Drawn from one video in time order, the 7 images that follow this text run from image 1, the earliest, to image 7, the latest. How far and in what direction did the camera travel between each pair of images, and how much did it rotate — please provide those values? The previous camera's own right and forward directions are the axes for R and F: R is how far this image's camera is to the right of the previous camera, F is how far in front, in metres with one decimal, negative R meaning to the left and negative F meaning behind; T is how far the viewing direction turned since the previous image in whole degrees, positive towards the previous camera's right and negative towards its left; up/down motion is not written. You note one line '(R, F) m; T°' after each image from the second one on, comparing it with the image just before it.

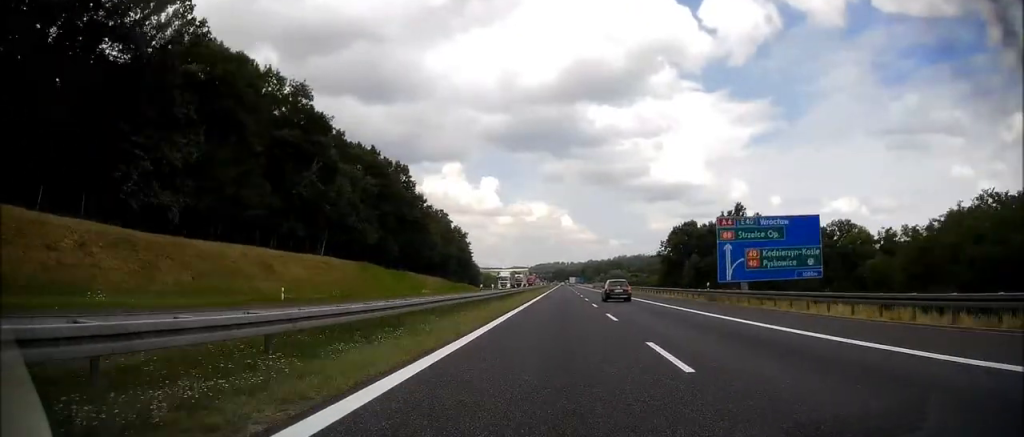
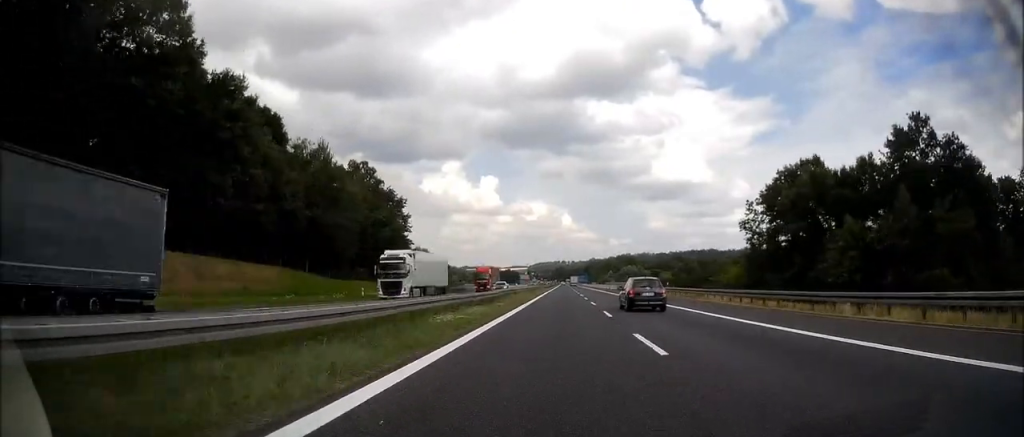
(+0.1, +82.8) m; 0°
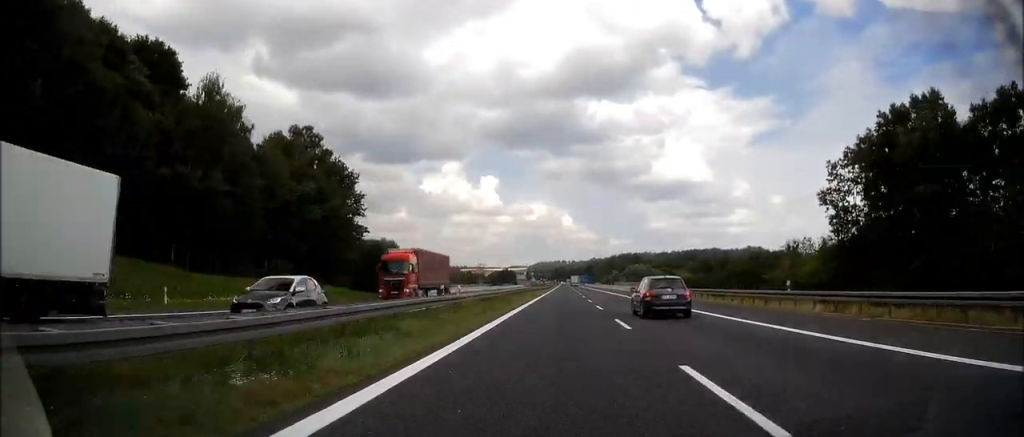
(+0.3, +30.2) m; 0°
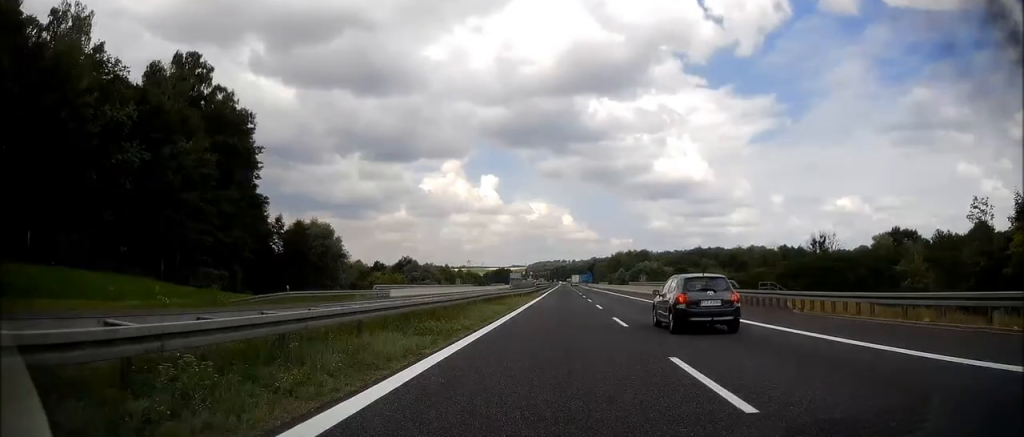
(-0.2, +35.2) m; 0°
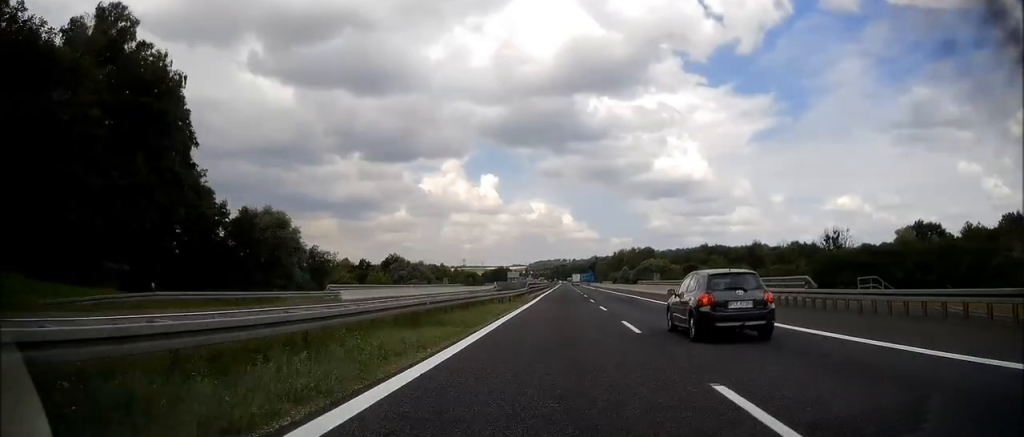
(0.0, +15.0) m; 0°
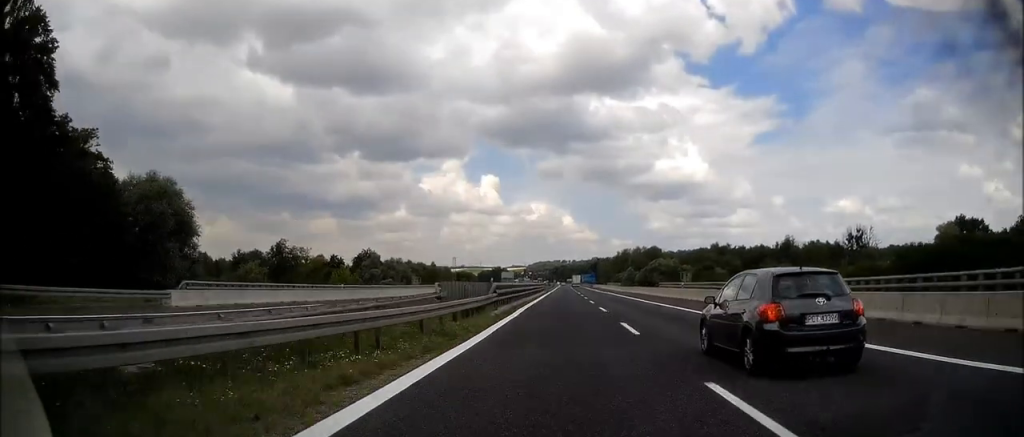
(-0.1, +23.8) m; 0°
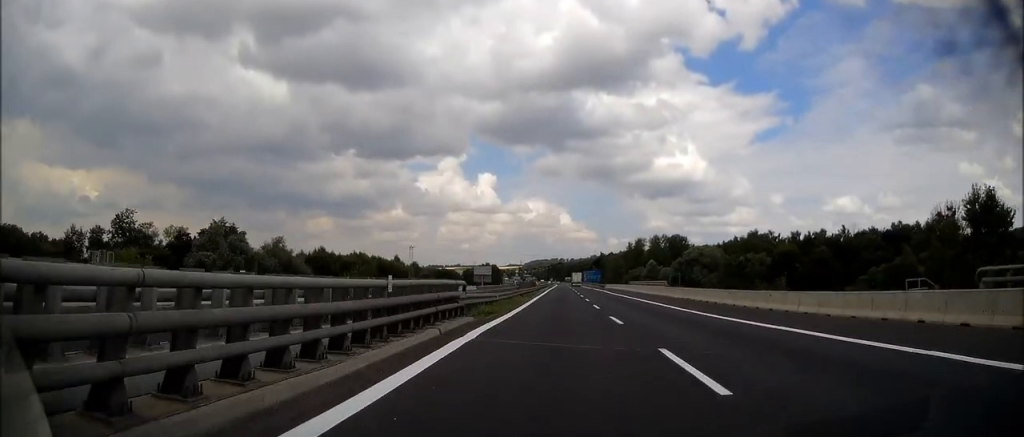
(+0.2, +68.9) m; 0°
